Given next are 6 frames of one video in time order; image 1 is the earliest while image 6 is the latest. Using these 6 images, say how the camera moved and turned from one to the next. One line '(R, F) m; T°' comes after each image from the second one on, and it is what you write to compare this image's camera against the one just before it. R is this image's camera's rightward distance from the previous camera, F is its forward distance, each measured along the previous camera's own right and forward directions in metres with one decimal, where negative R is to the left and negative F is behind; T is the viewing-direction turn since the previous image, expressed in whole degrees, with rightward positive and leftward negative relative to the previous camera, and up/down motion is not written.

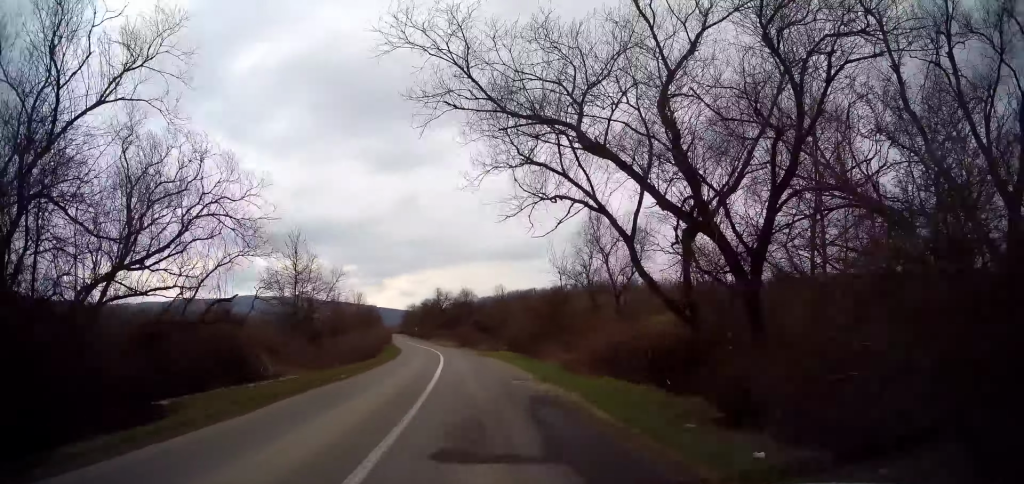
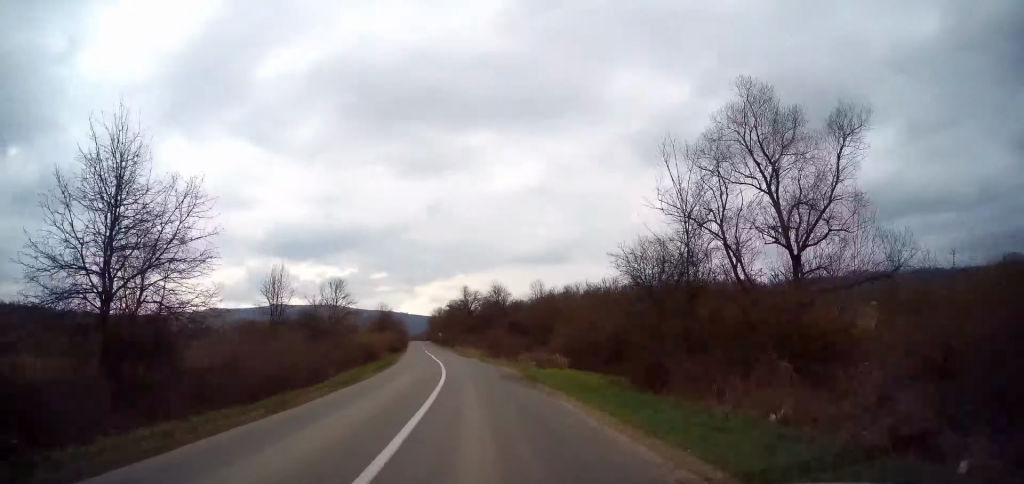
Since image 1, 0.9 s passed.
(-0.9, +19.9) m; -4°
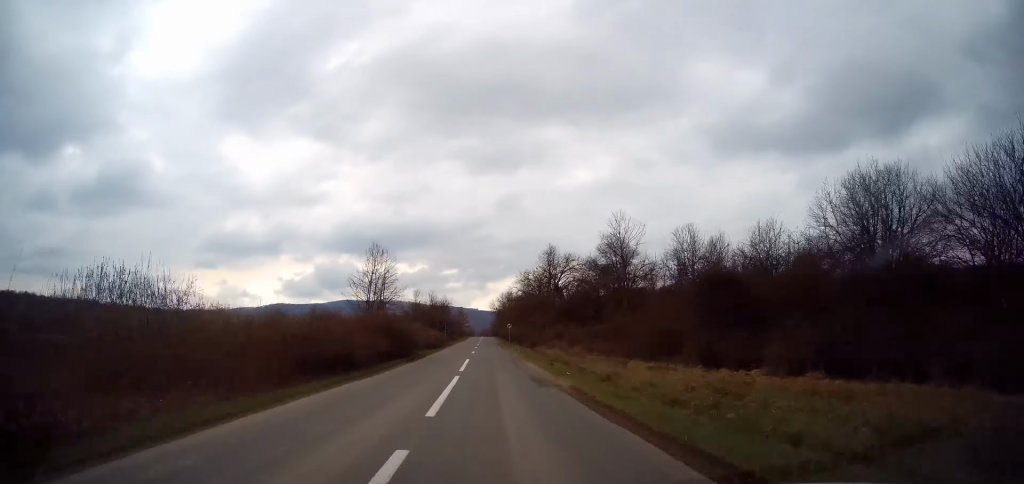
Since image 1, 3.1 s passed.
(-2.3, +48.6) m; -5°
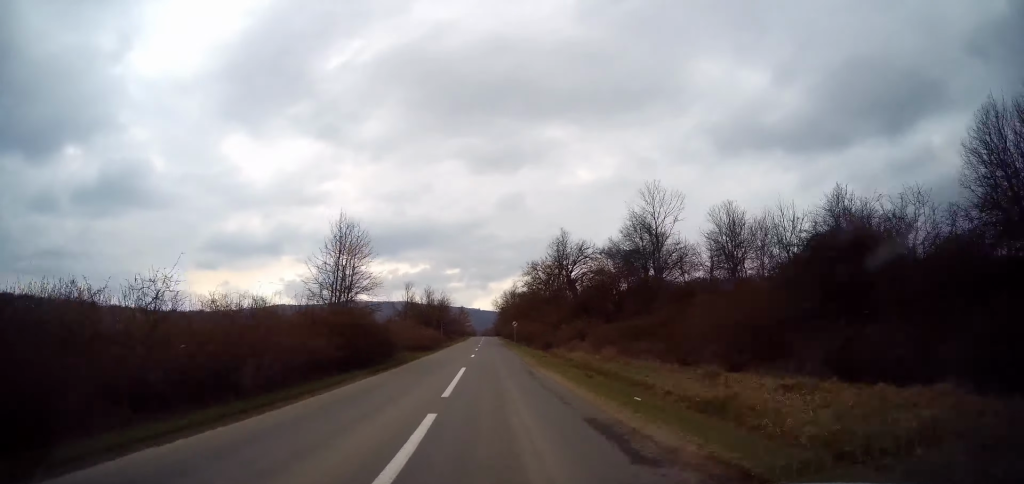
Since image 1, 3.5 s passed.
(-0.1, +8.9) m; 0°
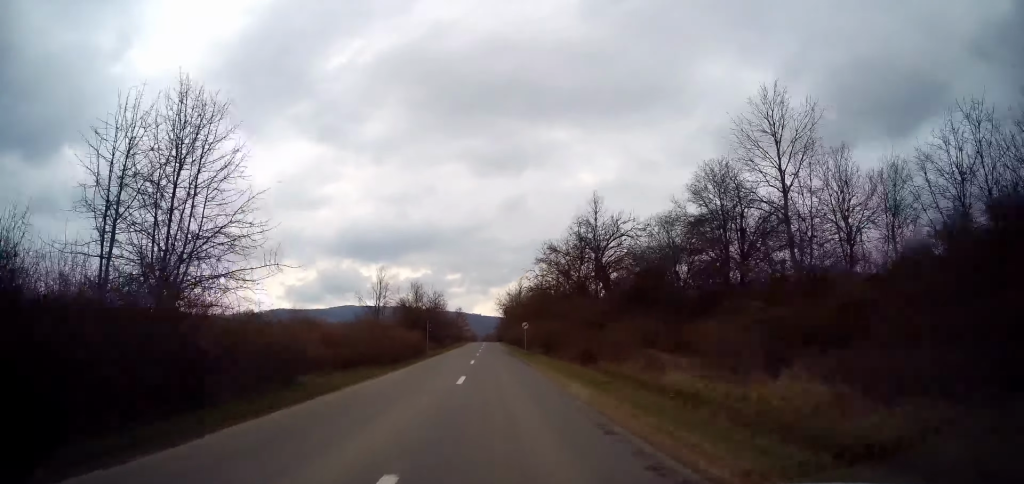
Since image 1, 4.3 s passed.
(0.0, +16.1) m; -1°
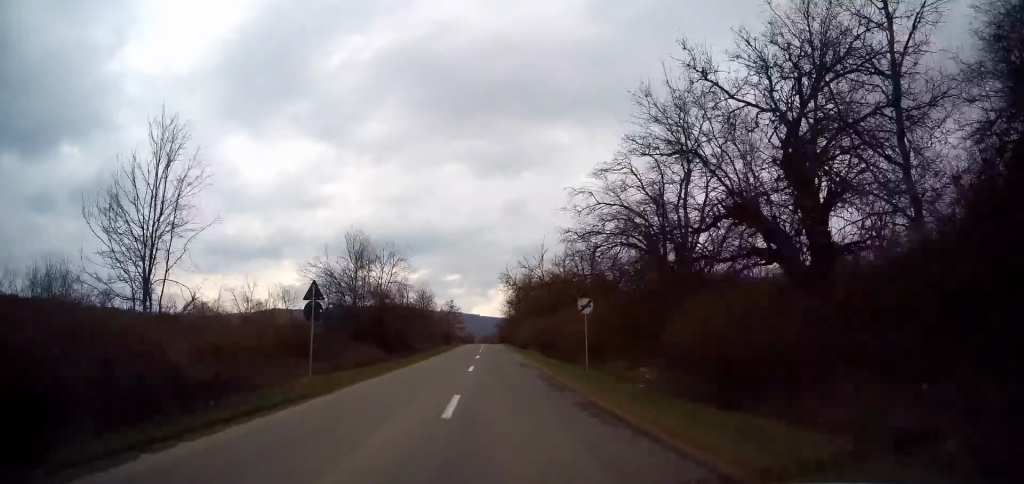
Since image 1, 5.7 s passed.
(-0.7, +30.2) m; 0°
